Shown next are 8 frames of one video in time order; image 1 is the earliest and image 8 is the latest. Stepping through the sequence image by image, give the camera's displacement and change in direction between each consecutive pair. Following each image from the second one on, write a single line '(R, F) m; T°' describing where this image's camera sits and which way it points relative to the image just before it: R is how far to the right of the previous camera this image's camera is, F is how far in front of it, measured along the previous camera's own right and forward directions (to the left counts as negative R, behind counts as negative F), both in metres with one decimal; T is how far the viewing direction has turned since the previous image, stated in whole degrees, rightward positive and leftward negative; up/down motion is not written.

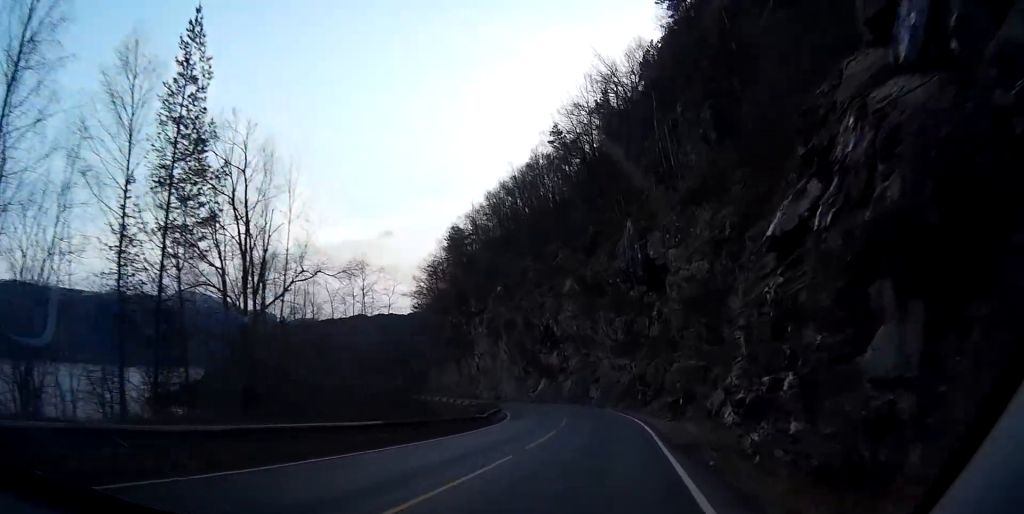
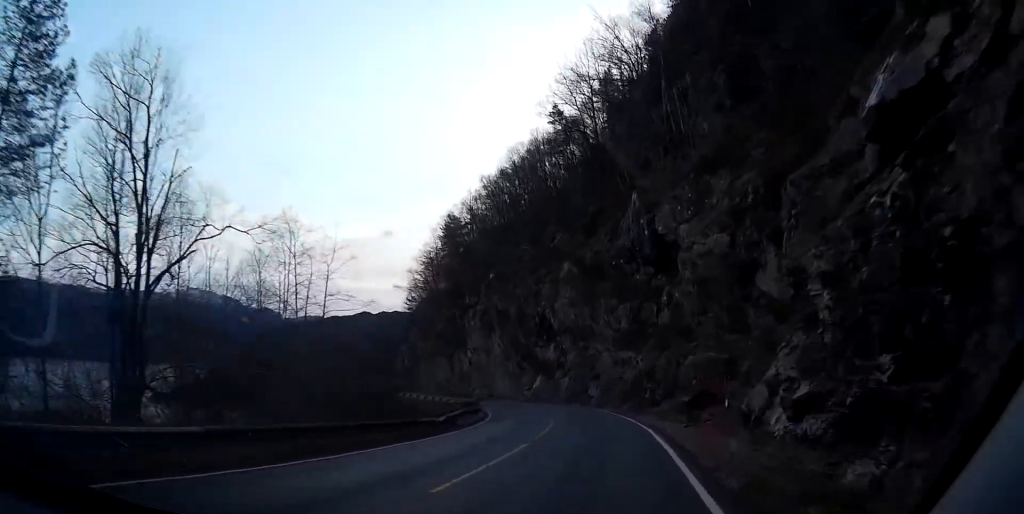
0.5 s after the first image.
(-0.2, +9.3) m; +3°
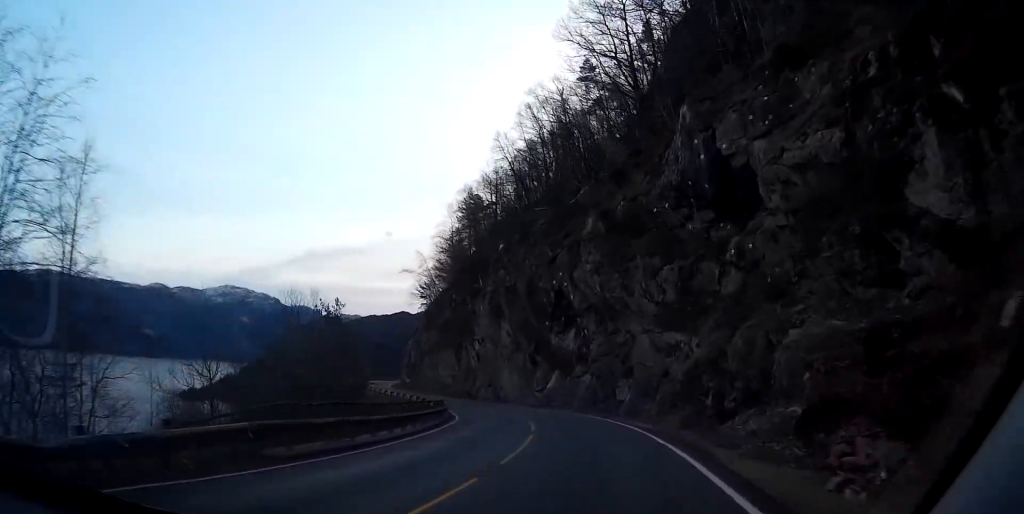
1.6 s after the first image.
(+1.7, +19.7) m; +24°
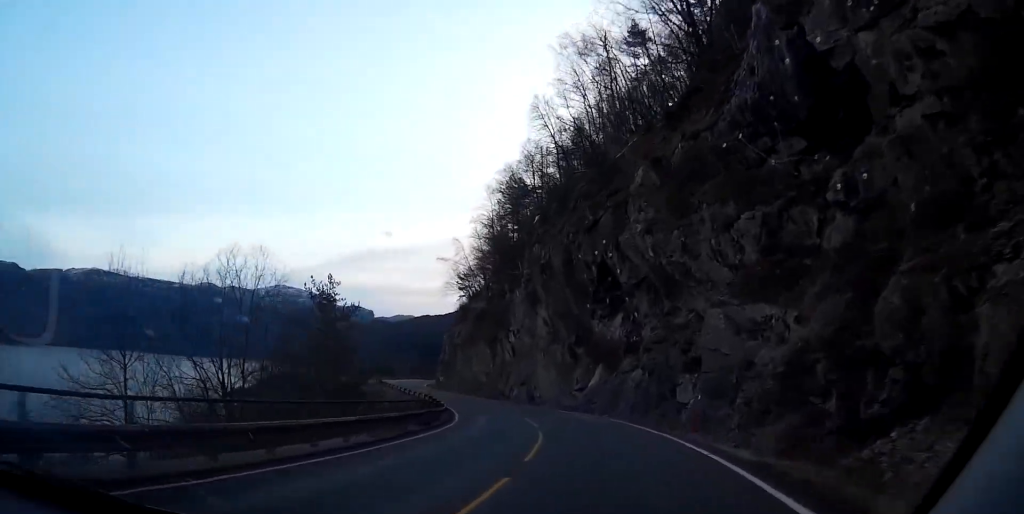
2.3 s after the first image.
(+3.6, +12.6) m; -8°
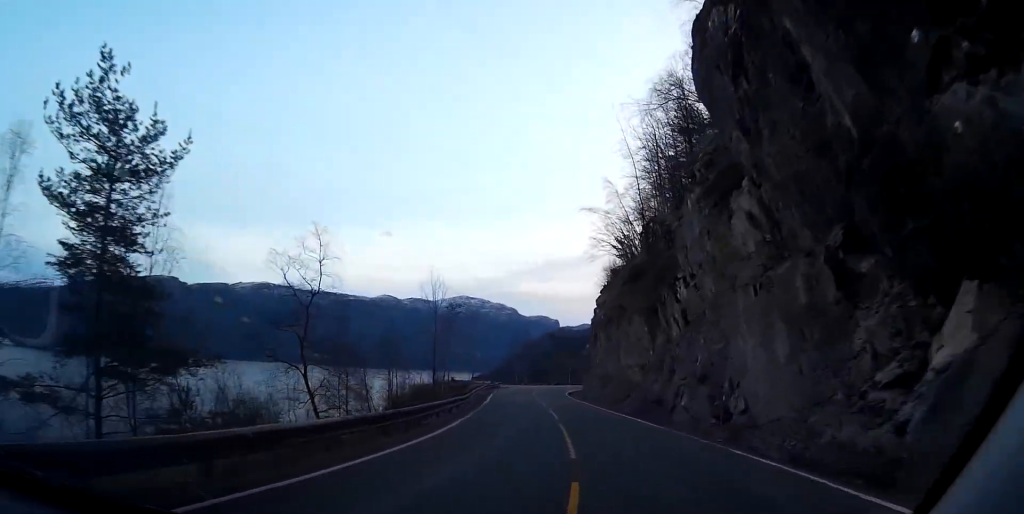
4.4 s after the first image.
(-16.9, +27.0) m; -44°
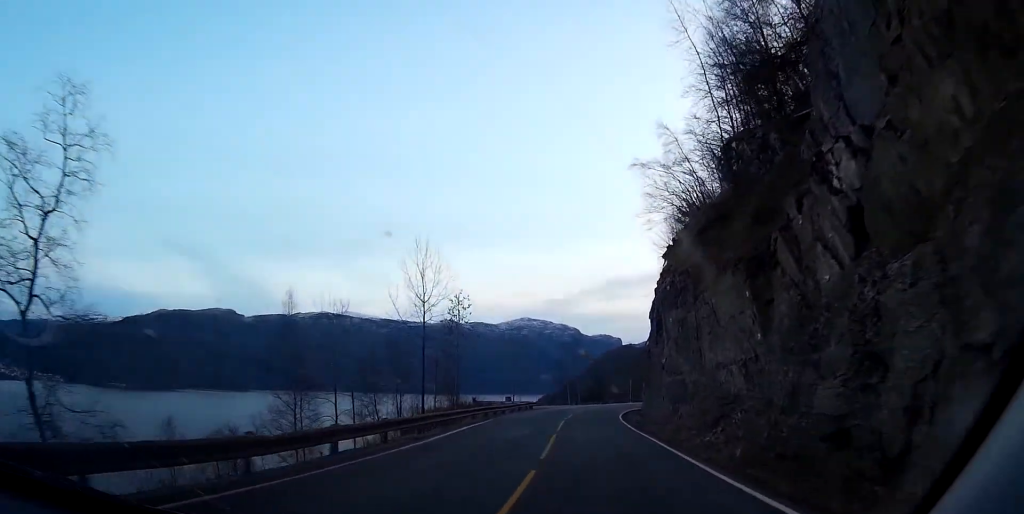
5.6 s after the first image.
(0.0, +21.8) m; -3°
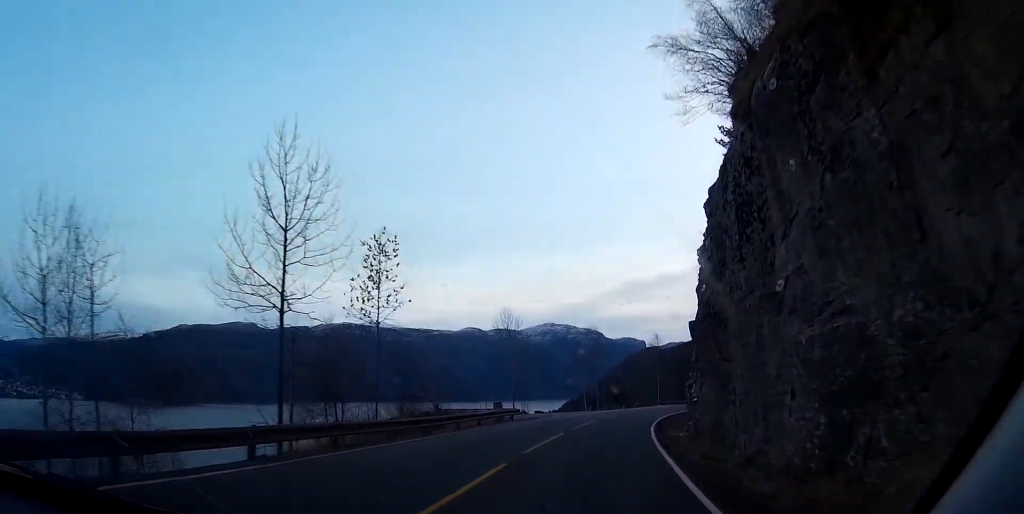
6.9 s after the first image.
(-1.5, +22.8) m; -5°
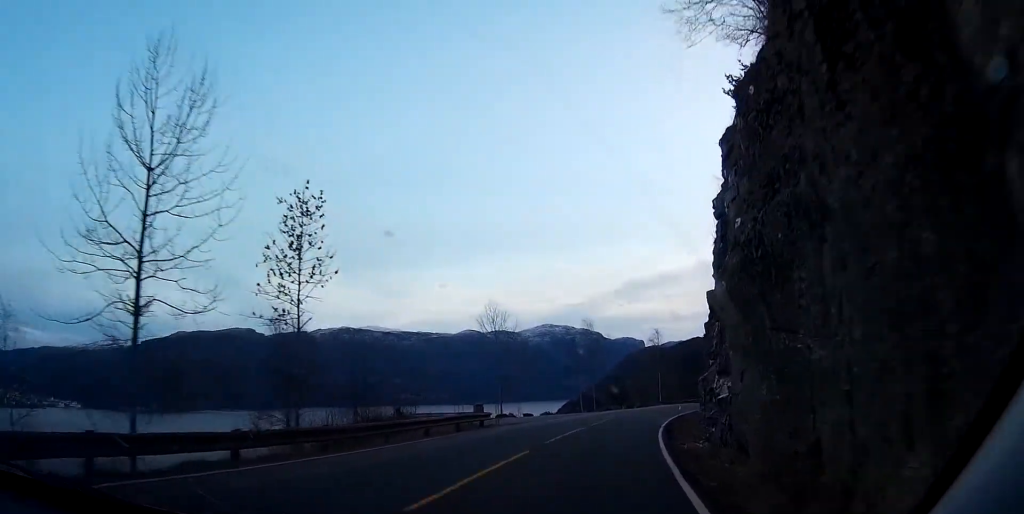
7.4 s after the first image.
(-0.1, +8.4) m; -1°
